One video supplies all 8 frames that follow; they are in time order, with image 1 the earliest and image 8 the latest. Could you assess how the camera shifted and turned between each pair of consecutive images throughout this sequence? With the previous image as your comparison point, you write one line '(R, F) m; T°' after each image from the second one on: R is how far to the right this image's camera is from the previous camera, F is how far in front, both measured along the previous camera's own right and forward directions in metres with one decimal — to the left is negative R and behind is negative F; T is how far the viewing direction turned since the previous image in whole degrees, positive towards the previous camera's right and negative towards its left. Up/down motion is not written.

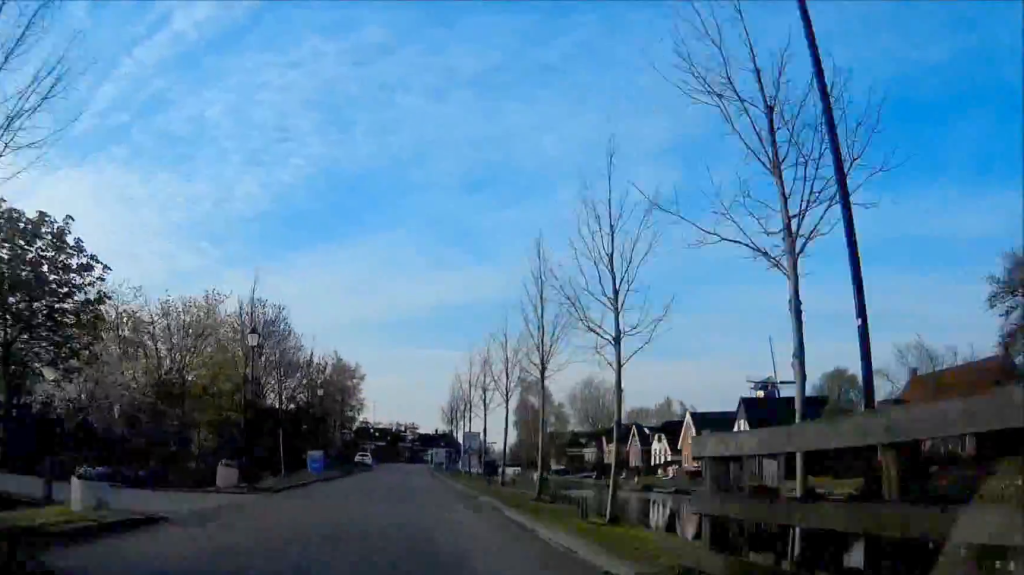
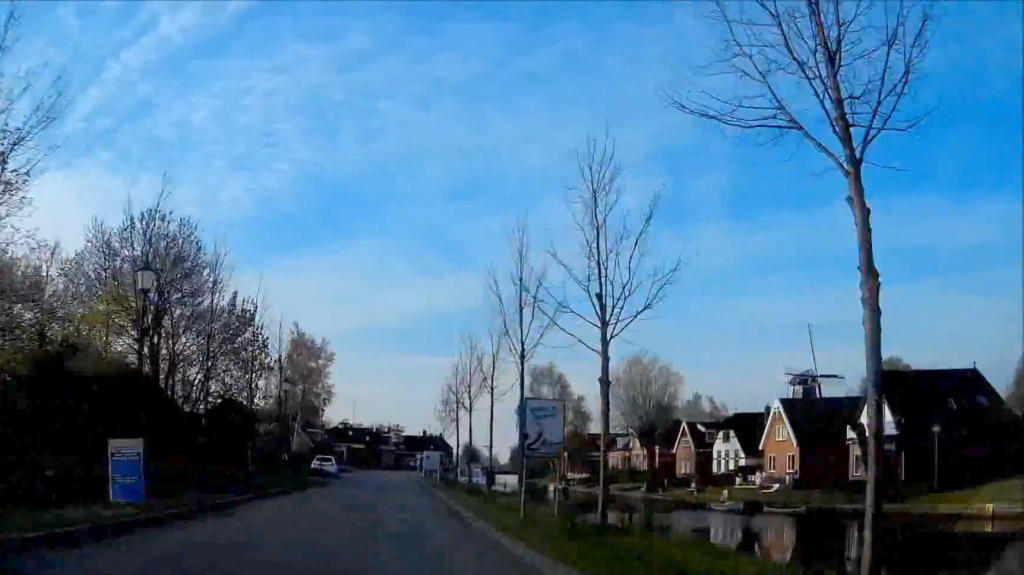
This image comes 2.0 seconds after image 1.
(+0.1, +26.5) m; 0°
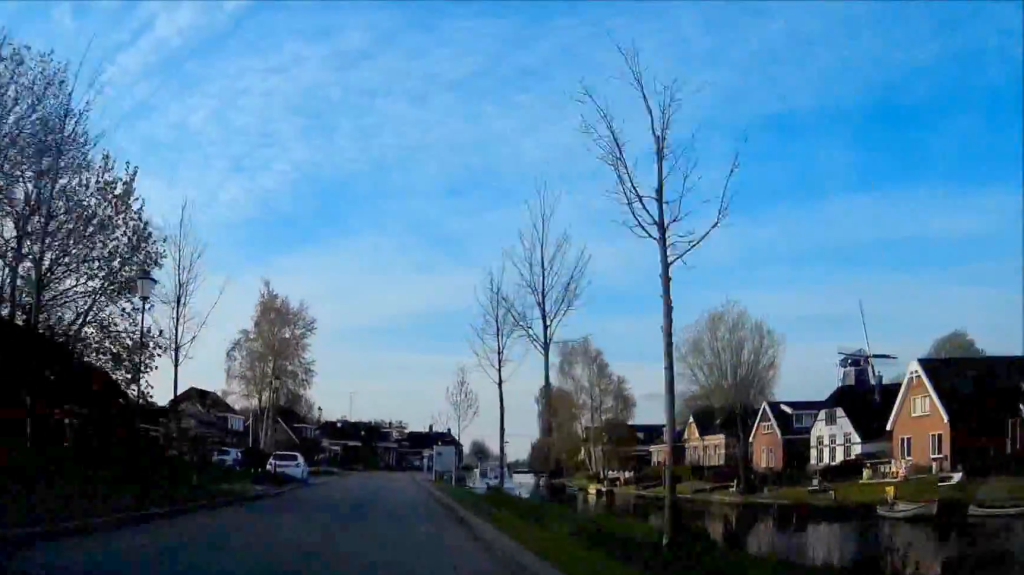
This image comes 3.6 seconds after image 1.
(0.0, +20.0) m; 0°
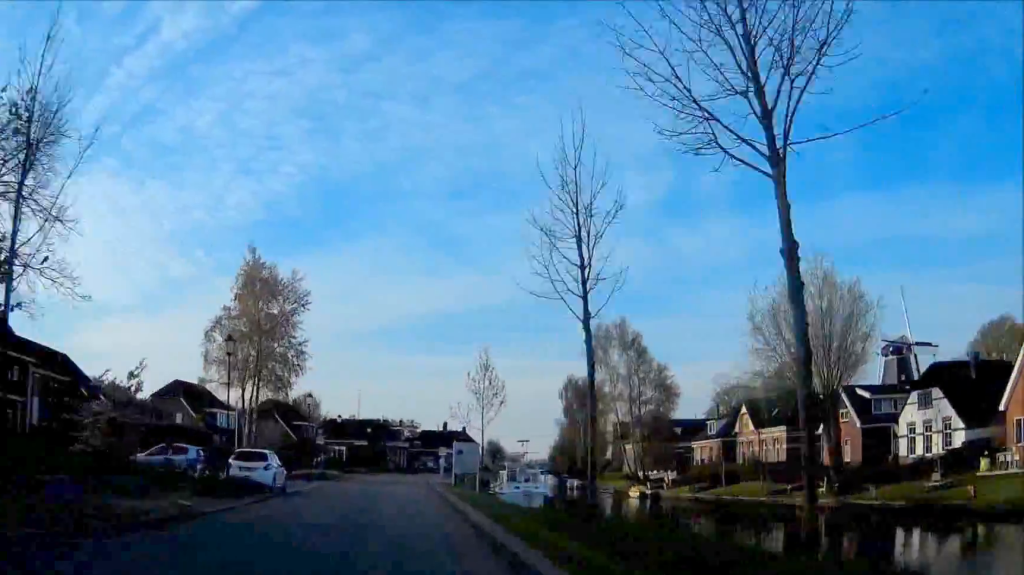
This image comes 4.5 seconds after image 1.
(-0.1, +11.1) m; 0°
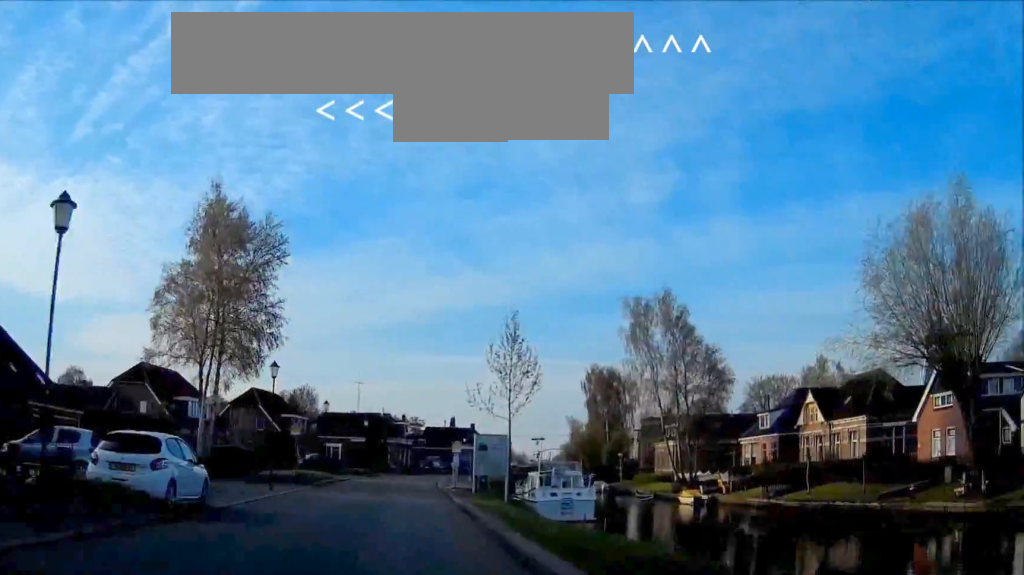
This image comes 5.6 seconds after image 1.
(0.0, +12.6) m; 0°
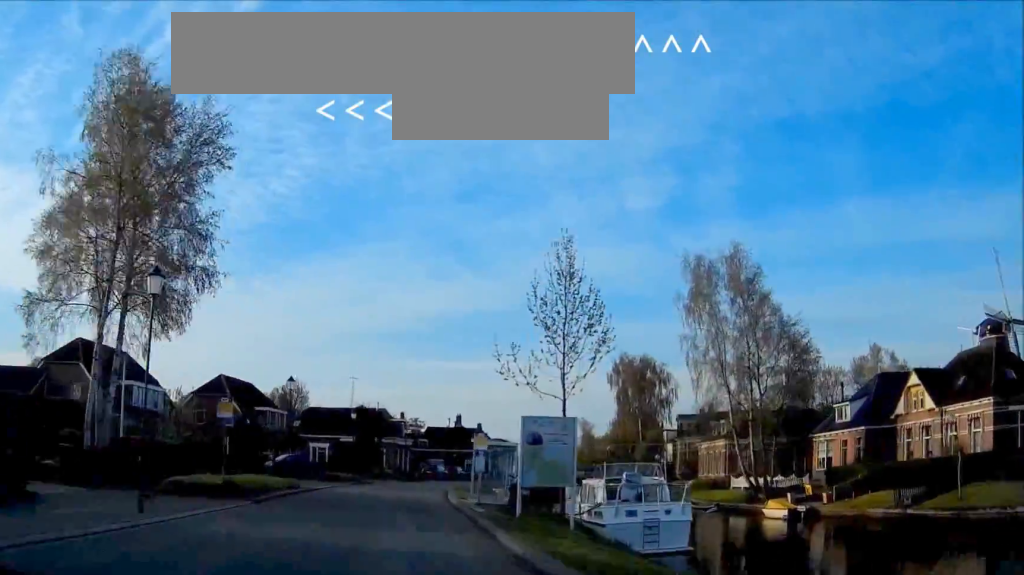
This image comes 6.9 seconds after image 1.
(-0.1, +14.5) m; 0°
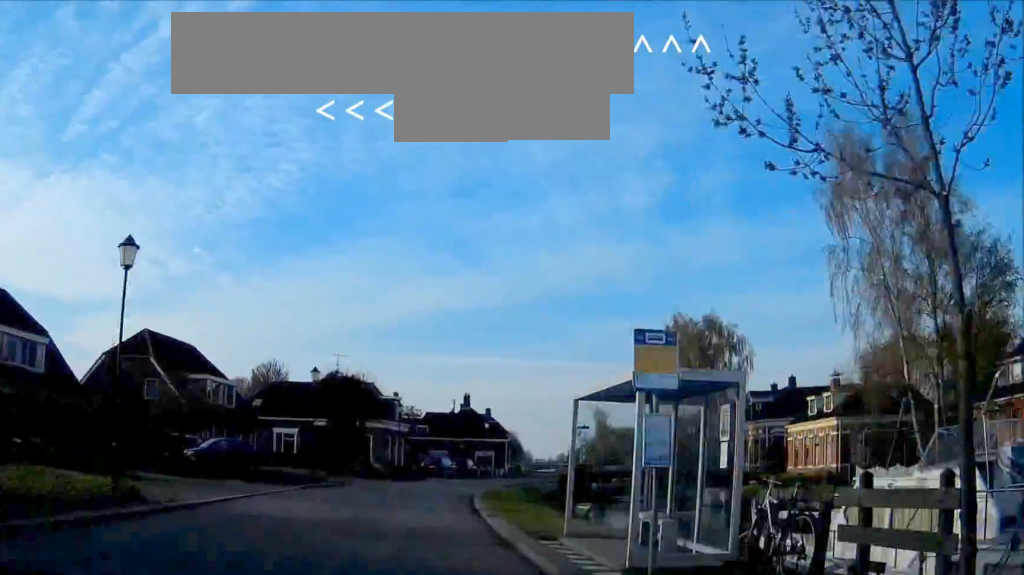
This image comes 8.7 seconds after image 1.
(+0.1, +20.1) m; +2°
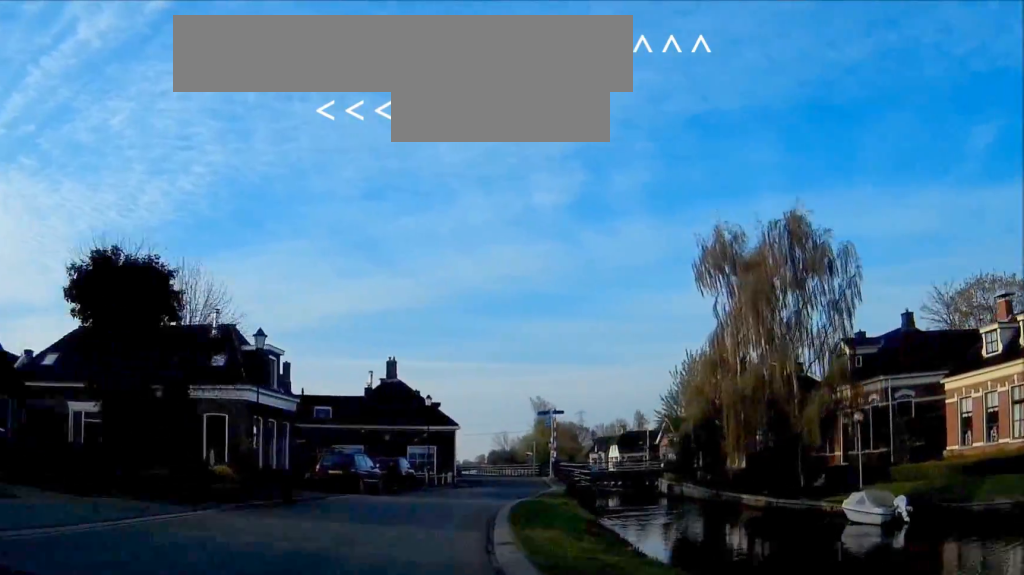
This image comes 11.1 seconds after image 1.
(+0.8, +25.8) m; +5°
